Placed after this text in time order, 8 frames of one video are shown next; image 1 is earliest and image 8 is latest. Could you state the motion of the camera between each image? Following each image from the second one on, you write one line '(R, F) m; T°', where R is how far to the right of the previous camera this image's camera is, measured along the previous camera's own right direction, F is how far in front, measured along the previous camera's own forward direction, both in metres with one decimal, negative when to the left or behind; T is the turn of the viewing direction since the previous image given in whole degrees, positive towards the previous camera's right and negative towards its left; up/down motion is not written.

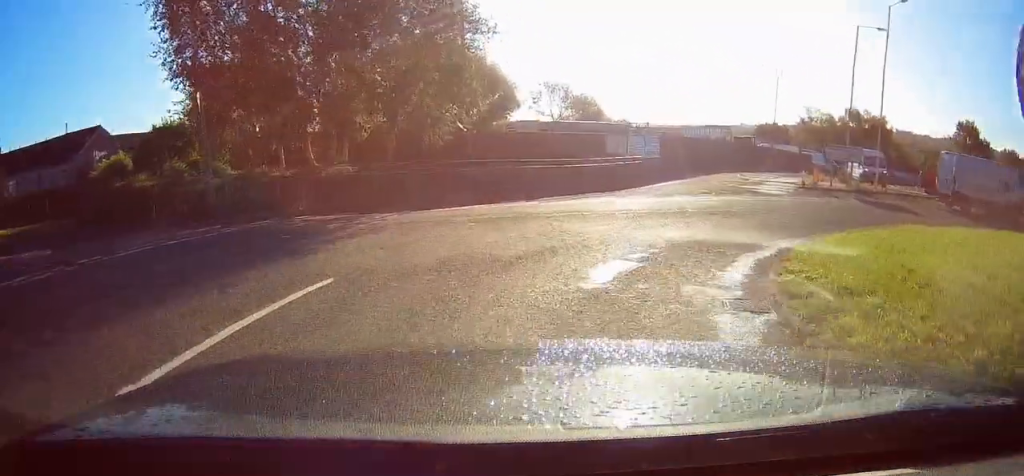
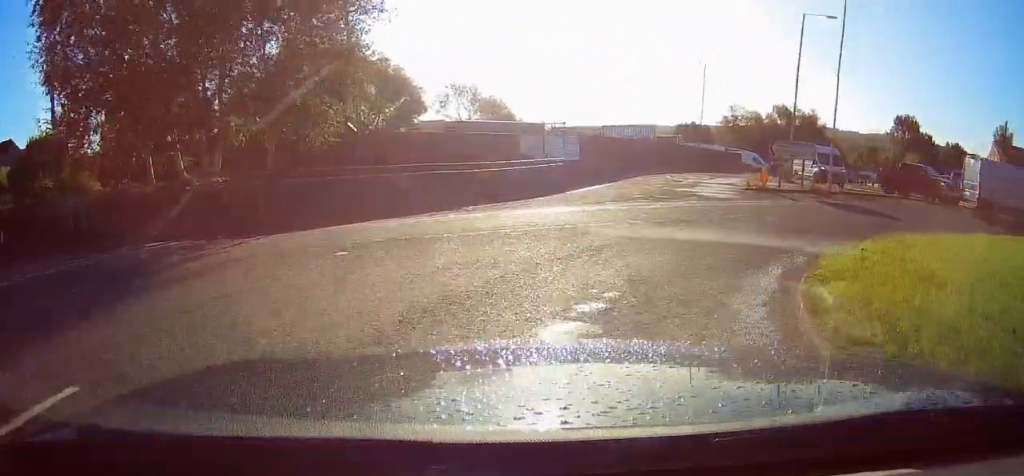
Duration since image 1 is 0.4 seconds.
(0.0, +3.3) m; +1°
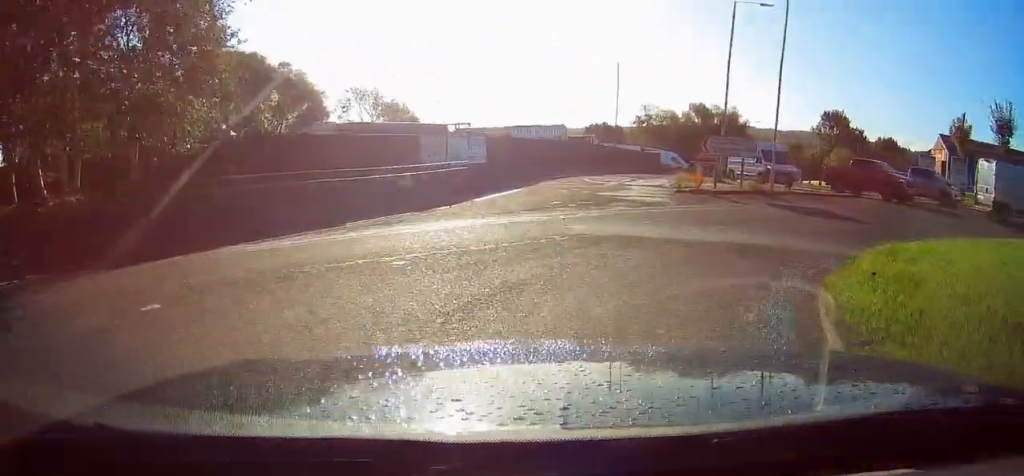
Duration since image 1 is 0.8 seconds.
(0.0, +2.9) m; +9°
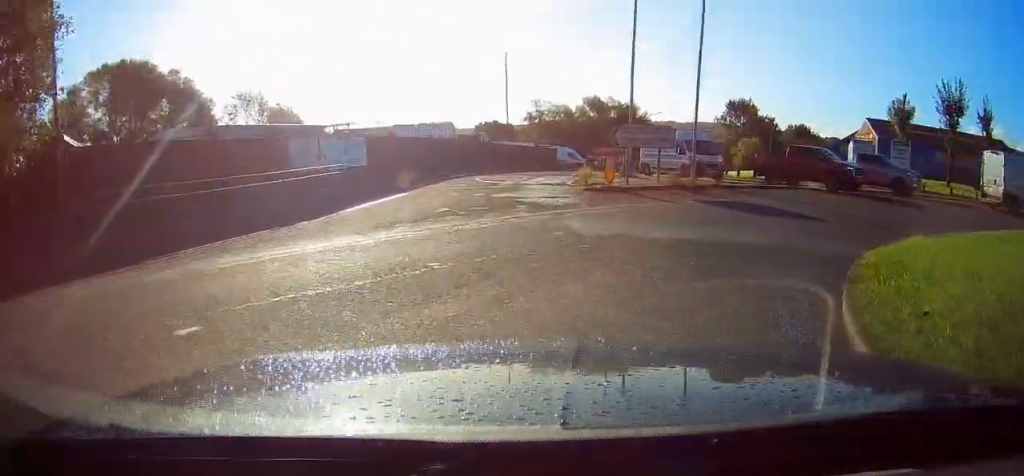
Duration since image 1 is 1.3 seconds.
(-0.6, +3.2) m; +10°
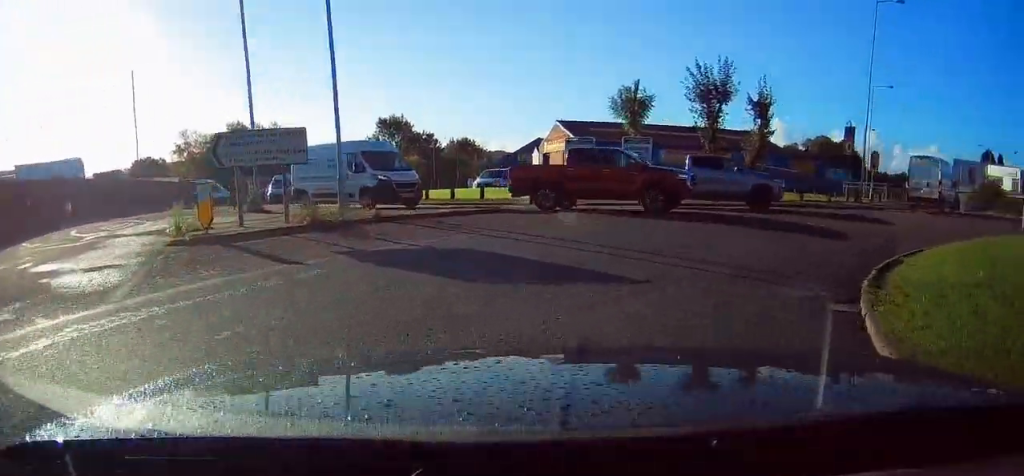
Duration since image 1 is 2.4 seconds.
(+3.1, +7.4) m; +42°
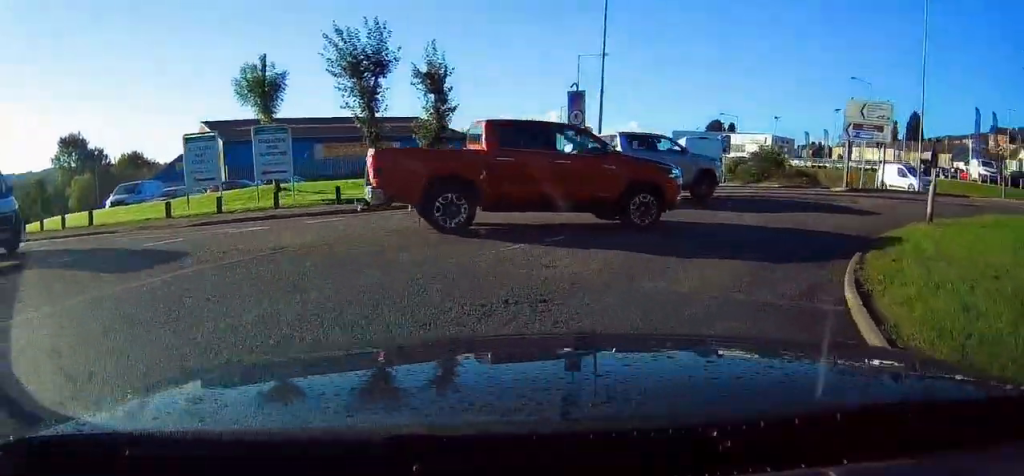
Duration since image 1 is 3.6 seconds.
(+2.2, +7.3) m; +27°
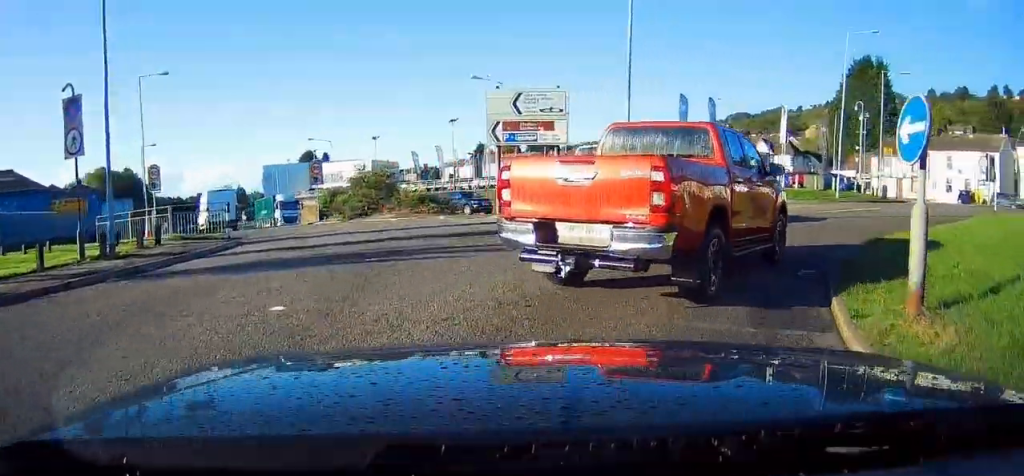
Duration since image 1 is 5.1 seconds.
(+2.7, +9.0) m; +33°
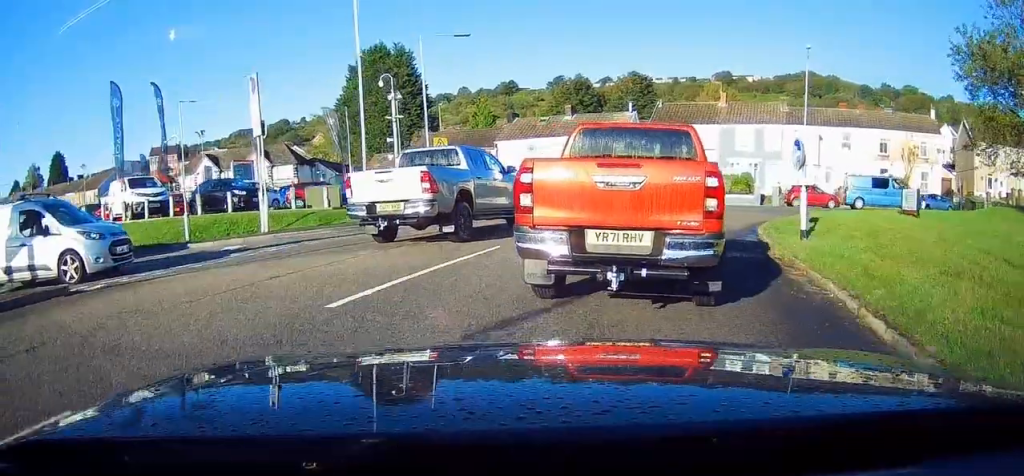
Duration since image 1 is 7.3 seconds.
(+5.9, +13.5) m; +33°
